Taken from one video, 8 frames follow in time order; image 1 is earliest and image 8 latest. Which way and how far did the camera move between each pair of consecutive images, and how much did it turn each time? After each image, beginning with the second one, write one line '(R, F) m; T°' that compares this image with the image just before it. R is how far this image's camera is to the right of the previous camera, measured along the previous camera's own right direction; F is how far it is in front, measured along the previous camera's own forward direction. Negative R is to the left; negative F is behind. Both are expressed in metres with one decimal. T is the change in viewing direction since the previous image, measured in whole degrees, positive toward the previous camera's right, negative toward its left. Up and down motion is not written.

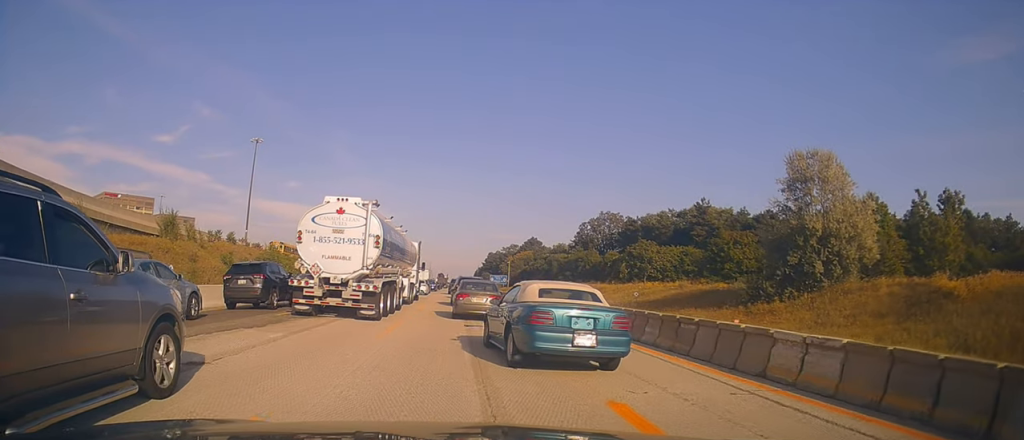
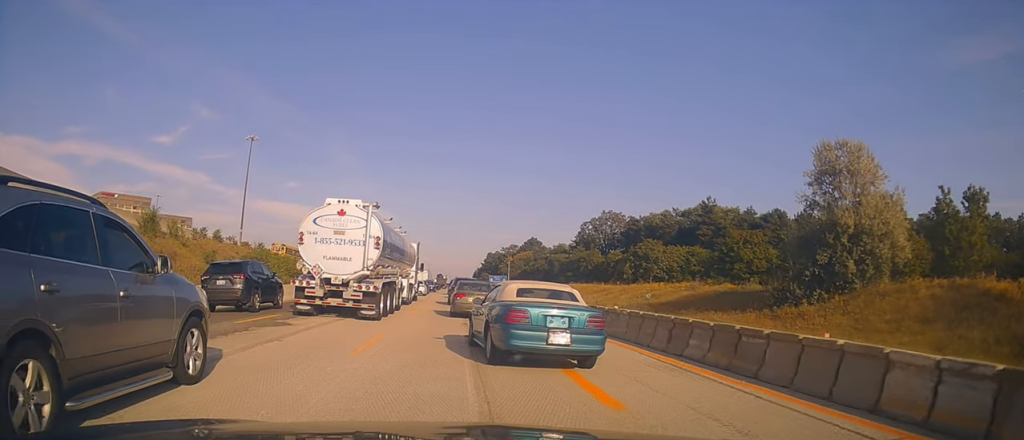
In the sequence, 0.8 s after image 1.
(0.0, +2.9) m; 0°
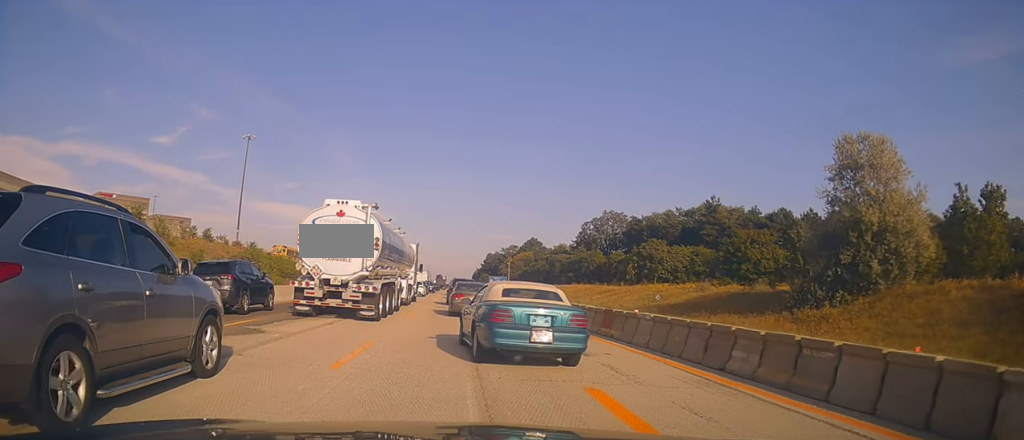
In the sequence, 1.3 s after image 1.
(0.0, +2.0) m; -3°
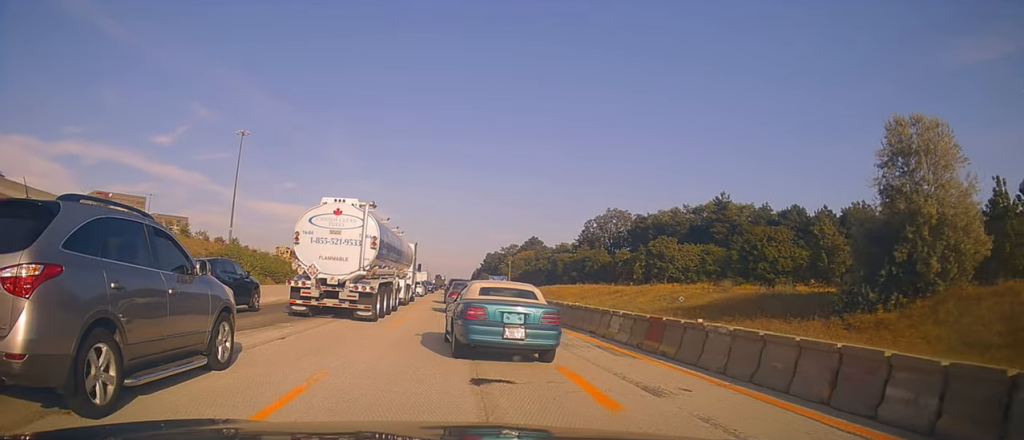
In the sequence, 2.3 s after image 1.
(-0.2, +4.0) m; -4°
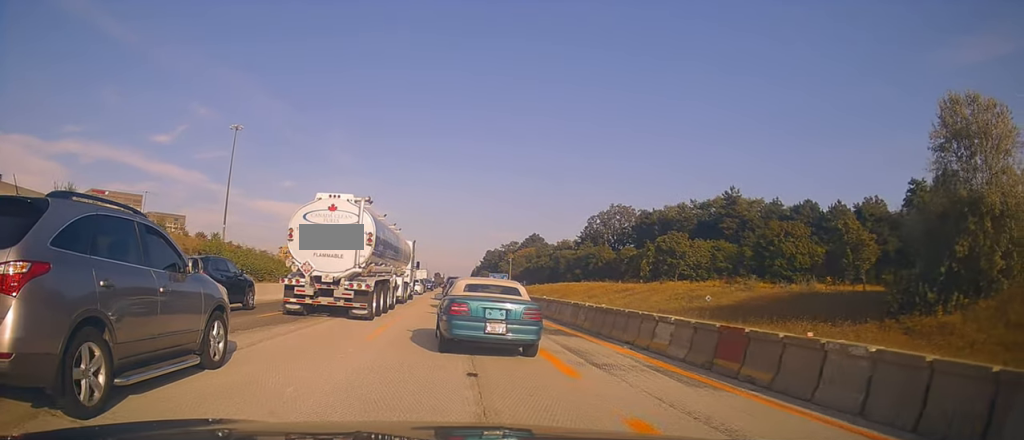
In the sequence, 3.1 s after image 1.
(-0.2, +3.6) m; 0°
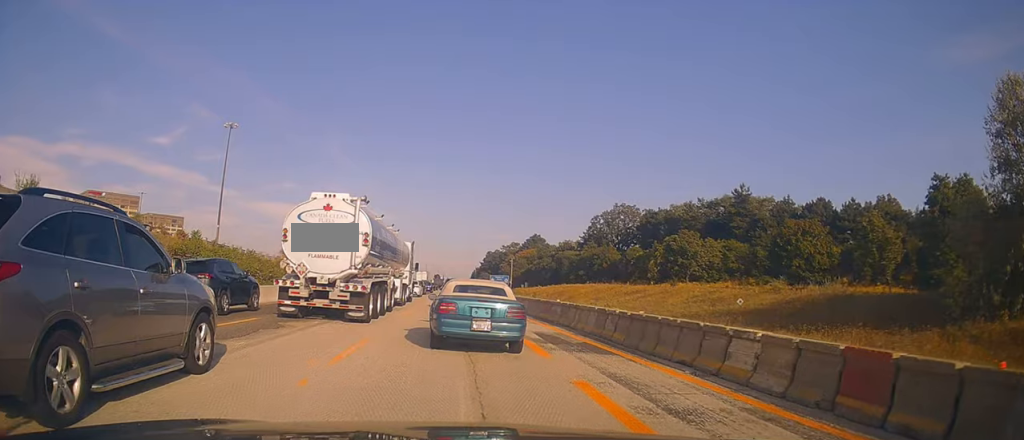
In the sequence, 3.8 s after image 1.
(+0.3, +3.4) m; 0°
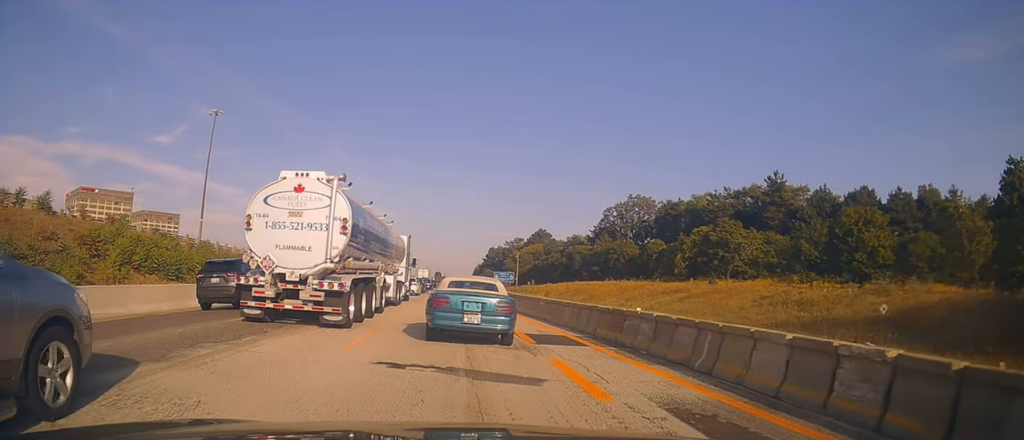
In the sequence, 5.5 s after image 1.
(+0.1, +9.4) m; +1°
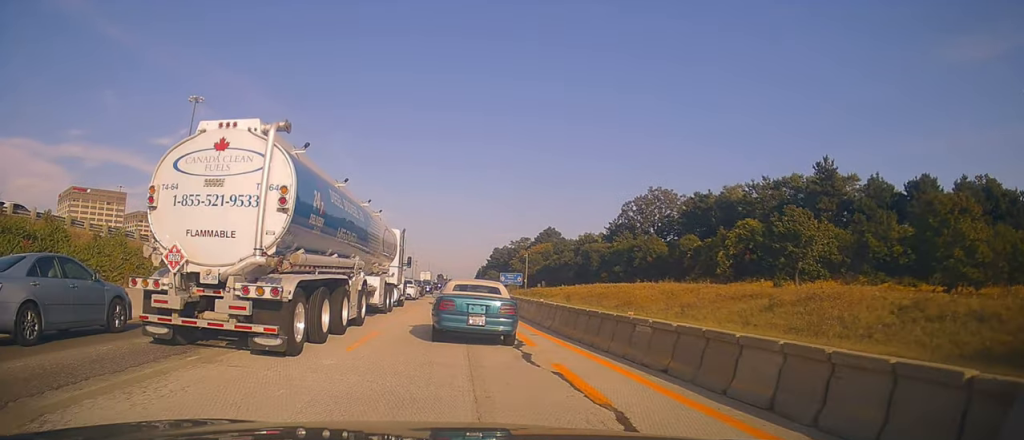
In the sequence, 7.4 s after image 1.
(0.0, +11.8) m; +3°
